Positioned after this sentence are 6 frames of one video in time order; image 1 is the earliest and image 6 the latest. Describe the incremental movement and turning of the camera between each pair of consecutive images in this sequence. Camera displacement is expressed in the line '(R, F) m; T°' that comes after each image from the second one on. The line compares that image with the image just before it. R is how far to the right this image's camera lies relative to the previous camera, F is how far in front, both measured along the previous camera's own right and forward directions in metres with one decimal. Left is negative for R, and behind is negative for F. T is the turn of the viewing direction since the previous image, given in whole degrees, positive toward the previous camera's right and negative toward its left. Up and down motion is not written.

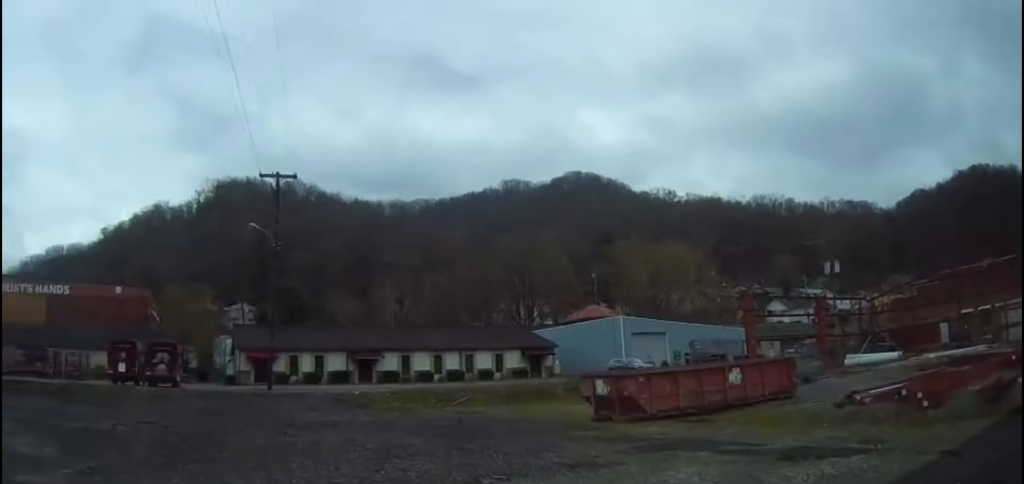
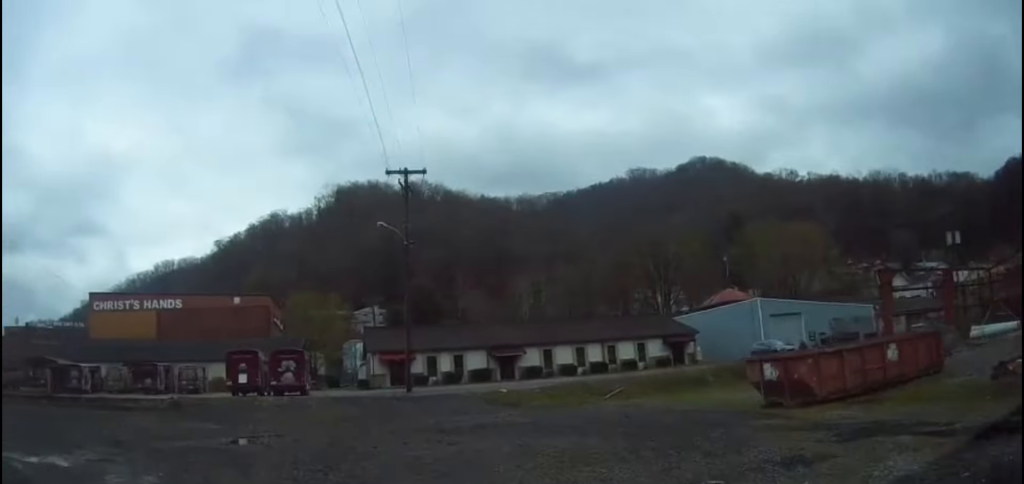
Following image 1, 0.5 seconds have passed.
(-0.1, +1.5) m; -15°
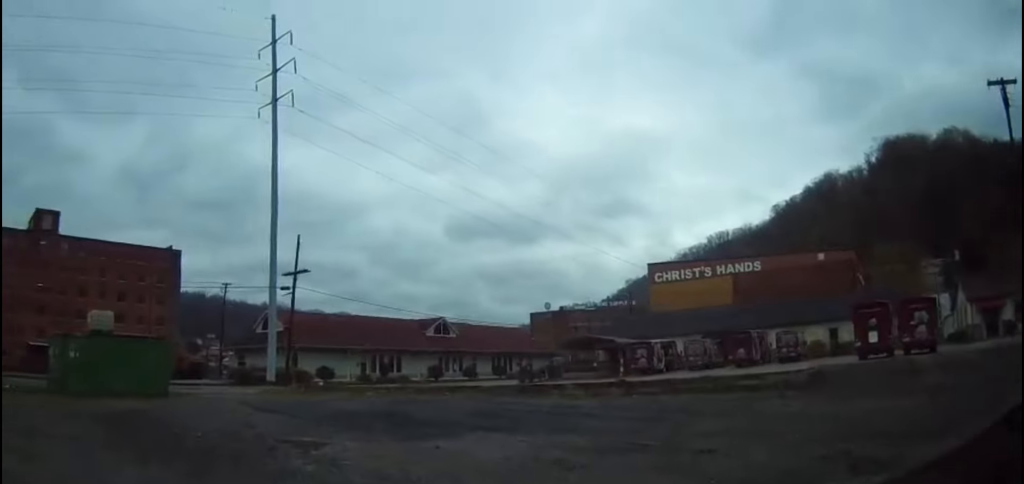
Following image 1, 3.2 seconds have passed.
(-4.0, +7.0) m; -38°
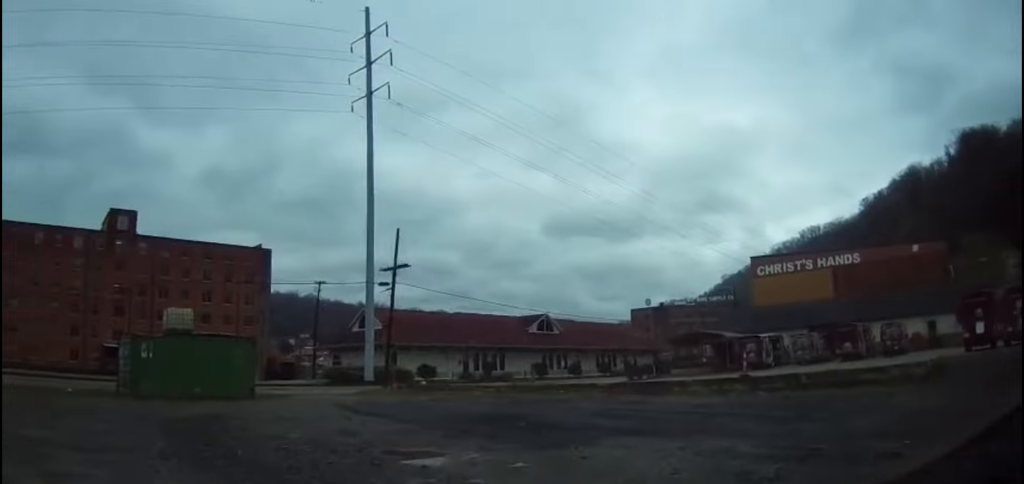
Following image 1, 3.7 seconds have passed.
(0.0, +1.8) m; -12°
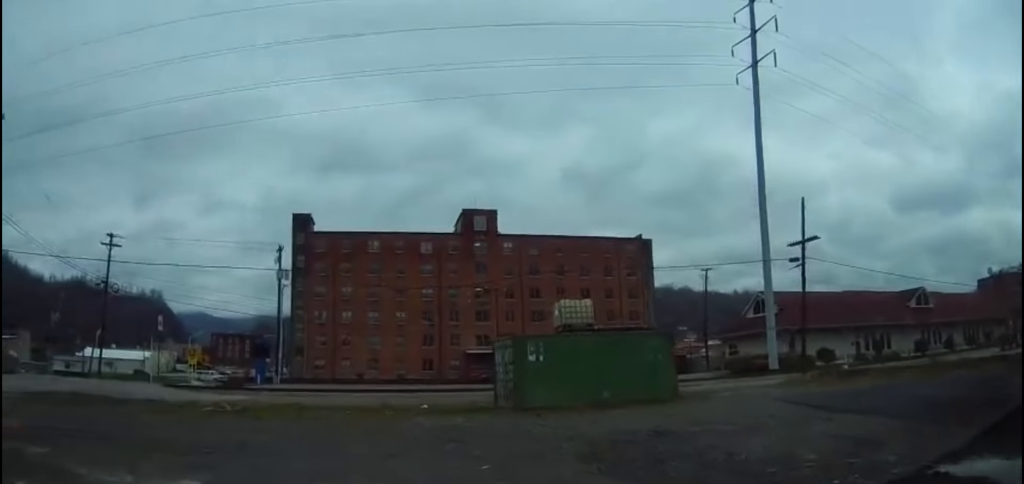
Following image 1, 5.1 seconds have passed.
(-1.7, +4.1) m; -43°
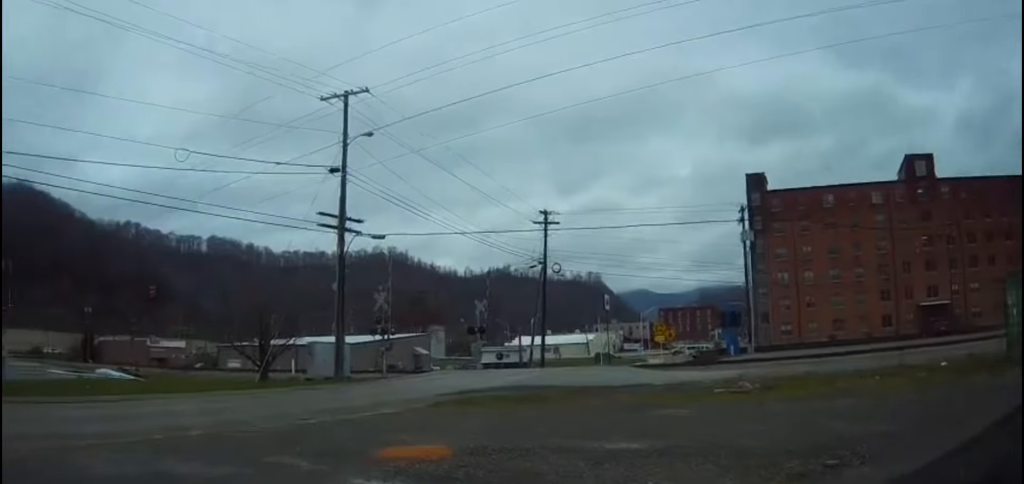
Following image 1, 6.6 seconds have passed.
(-1.3, +4.4) m; -37°
